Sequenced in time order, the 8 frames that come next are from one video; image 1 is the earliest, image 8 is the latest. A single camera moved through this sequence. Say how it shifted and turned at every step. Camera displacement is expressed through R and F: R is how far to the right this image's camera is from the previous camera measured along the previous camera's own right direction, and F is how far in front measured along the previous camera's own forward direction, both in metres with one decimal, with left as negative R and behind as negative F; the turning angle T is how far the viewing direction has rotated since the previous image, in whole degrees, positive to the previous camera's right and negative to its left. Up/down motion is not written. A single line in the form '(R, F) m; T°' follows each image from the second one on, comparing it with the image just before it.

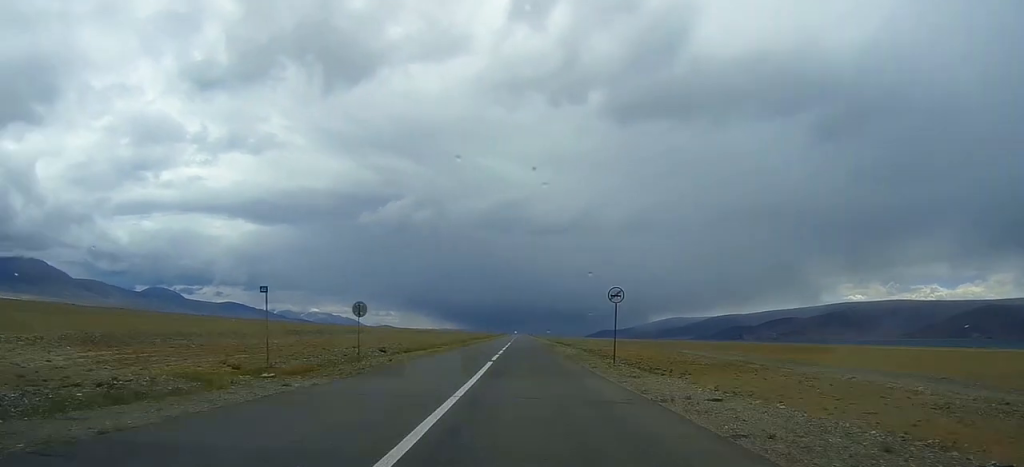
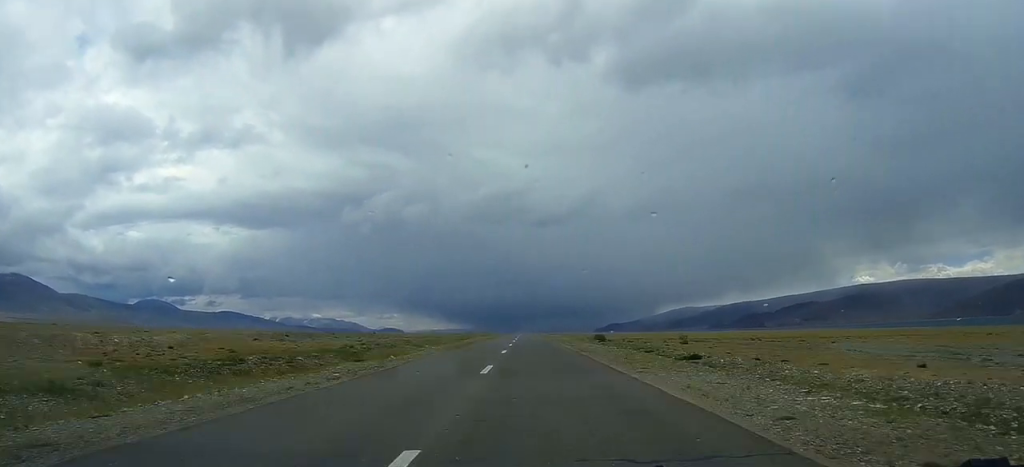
(-15.3, +510.5) m; -2°
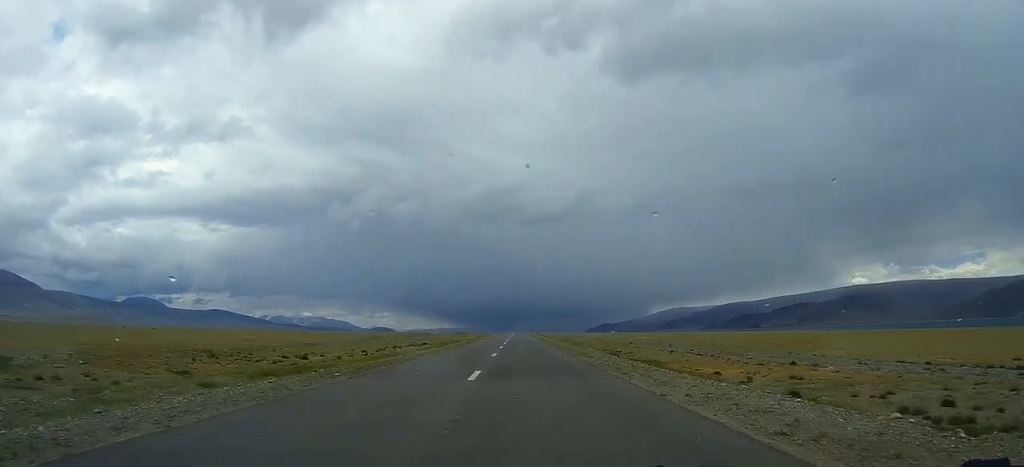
(+0.4, +150.4) m; 0°
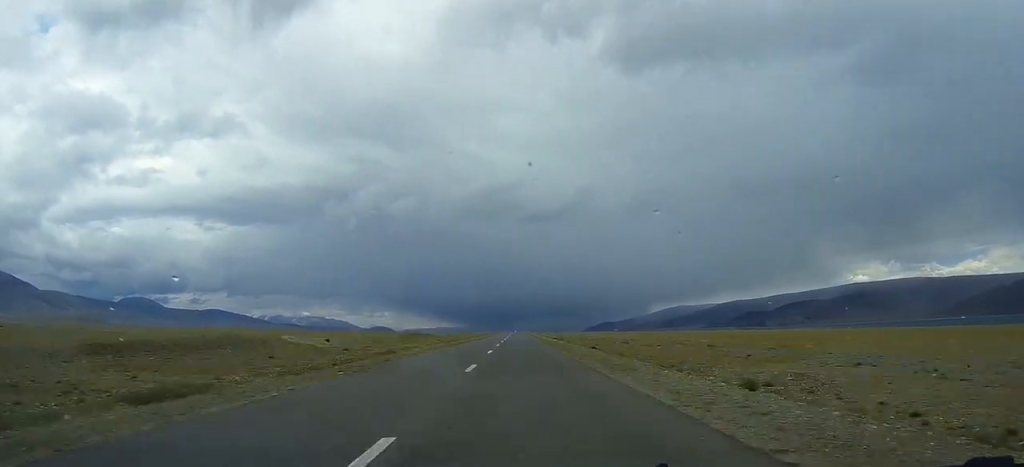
(0.0, +131.4) m; 0°
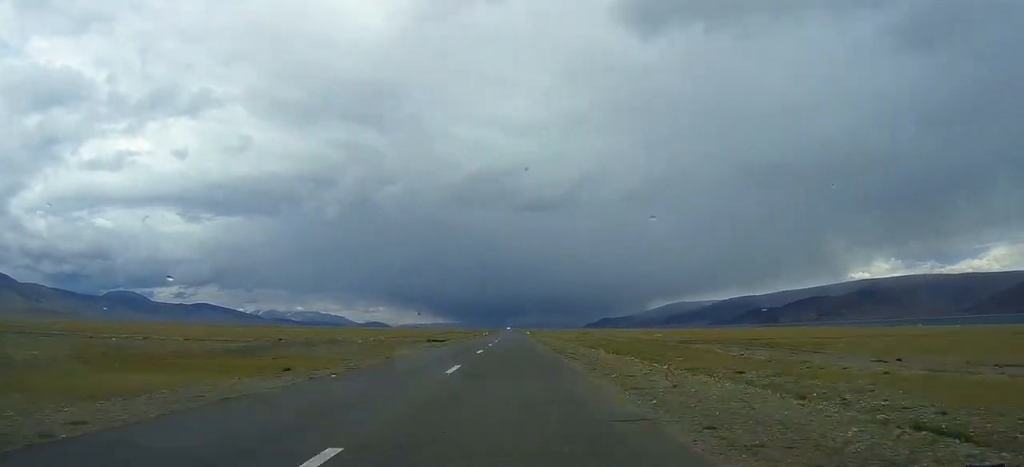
(-0.2, +449.8) m; 0°
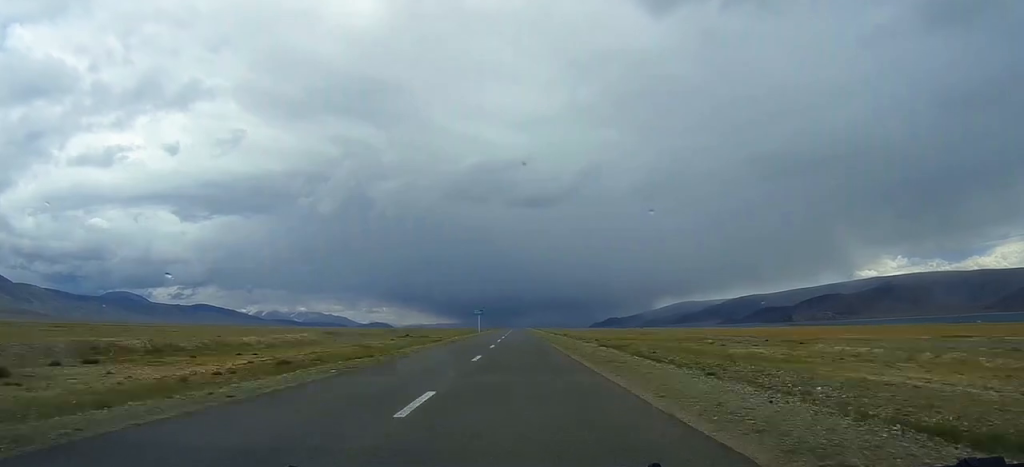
(+0.2, +252.4) m; 0°
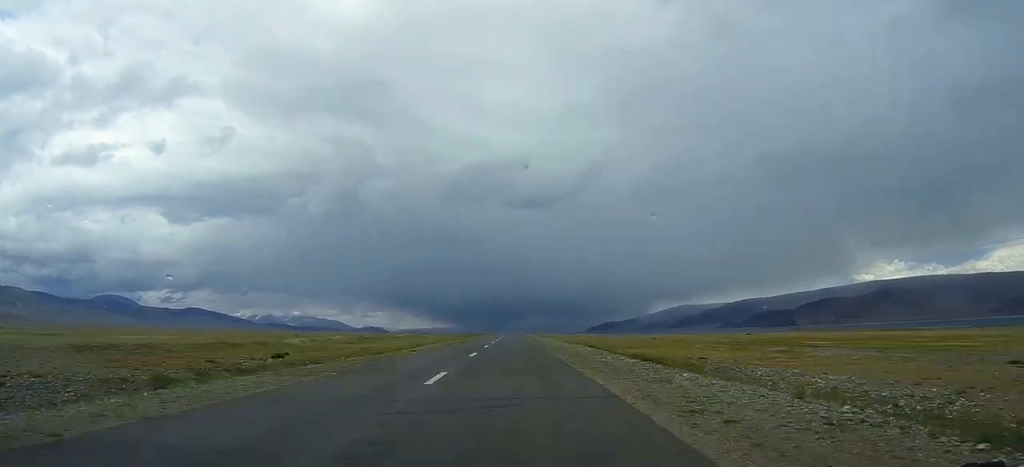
(0.0, +199.2) m; 0°
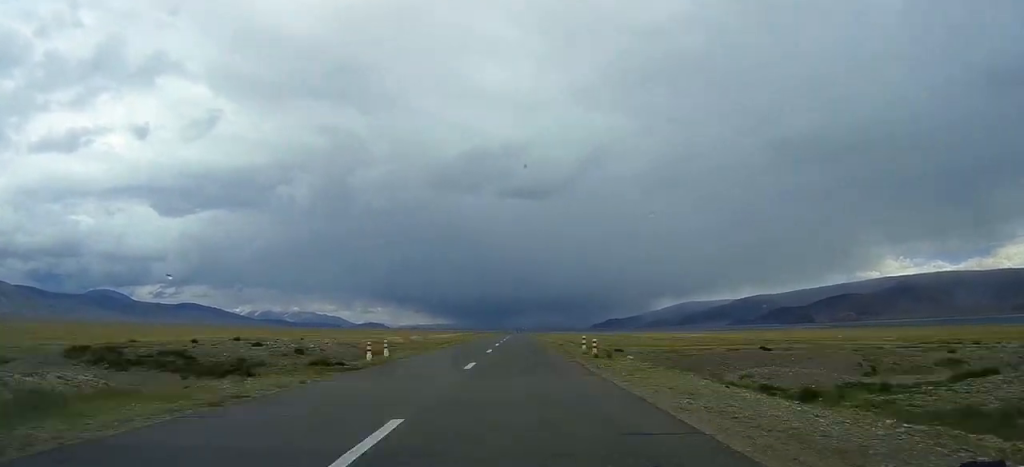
(+0.2, +351.8) m; 0°
